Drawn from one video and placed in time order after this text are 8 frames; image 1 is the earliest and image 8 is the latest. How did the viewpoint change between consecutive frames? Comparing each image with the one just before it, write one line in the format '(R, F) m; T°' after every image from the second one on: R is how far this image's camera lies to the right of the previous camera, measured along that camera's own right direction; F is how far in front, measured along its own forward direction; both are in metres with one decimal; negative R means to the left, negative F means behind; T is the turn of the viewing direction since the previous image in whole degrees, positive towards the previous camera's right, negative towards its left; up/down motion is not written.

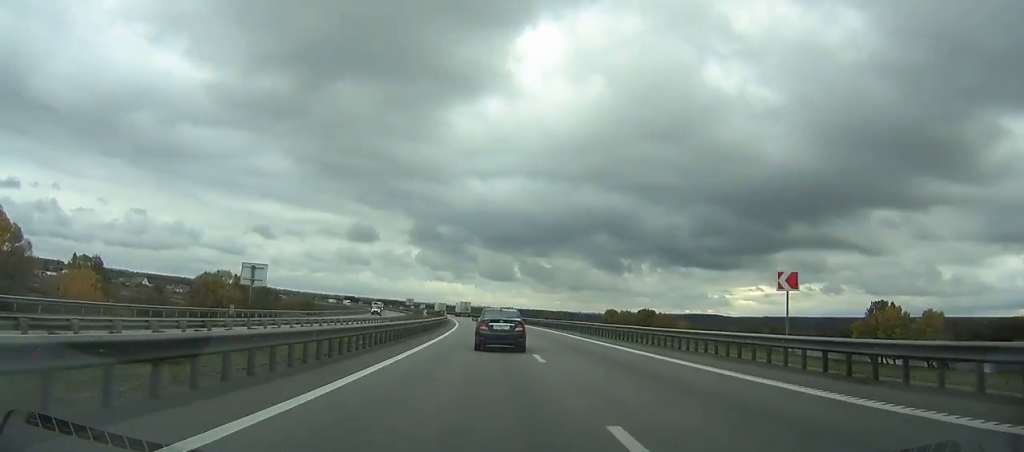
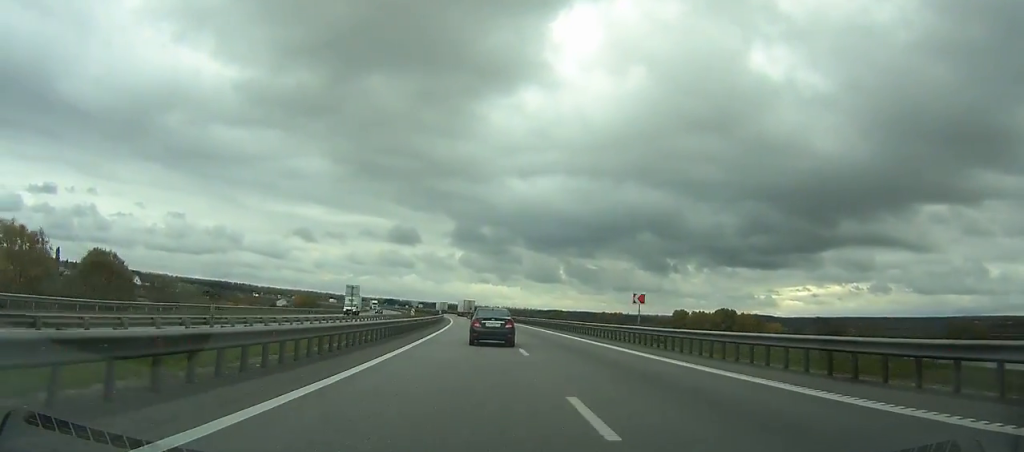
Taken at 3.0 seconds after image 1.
(-5.7, +85.2) m; -7°
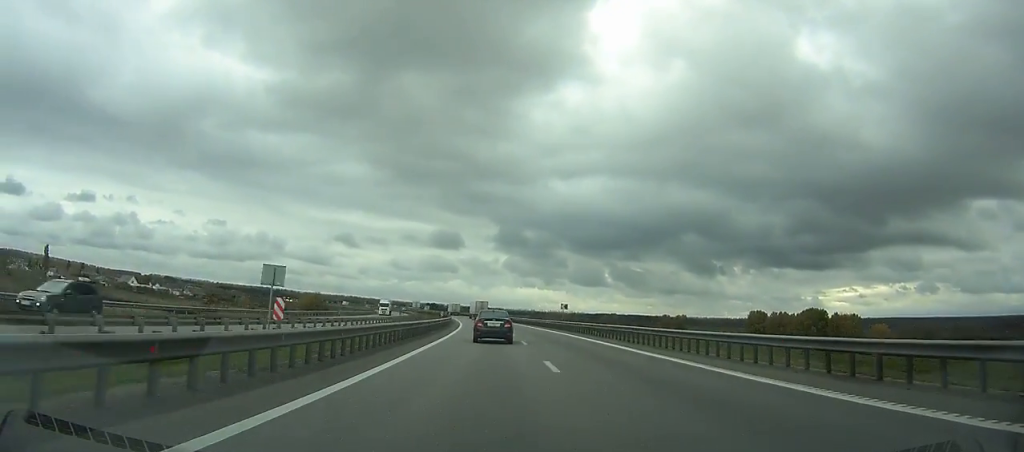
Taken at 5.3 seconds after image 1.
(-3.4, +65.5) m; -5°
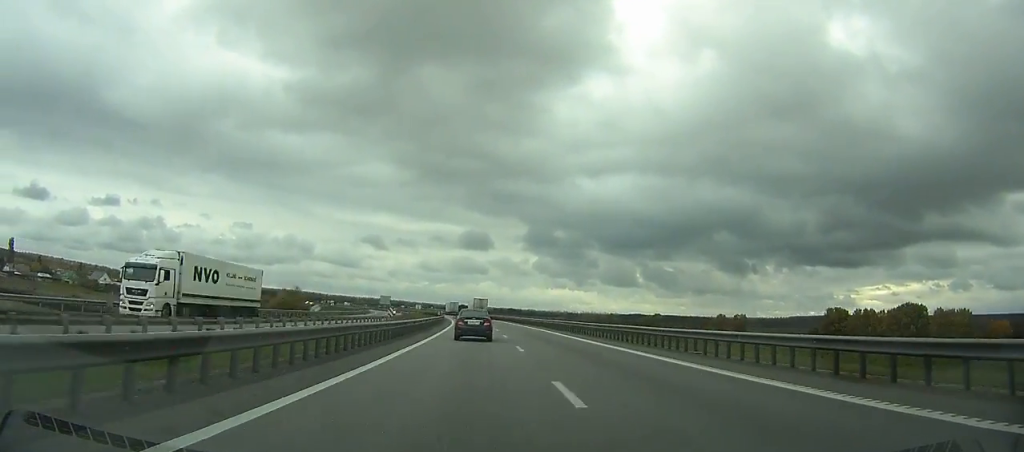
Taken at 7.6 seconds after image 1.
(-2.9, +65.7) m; -4°
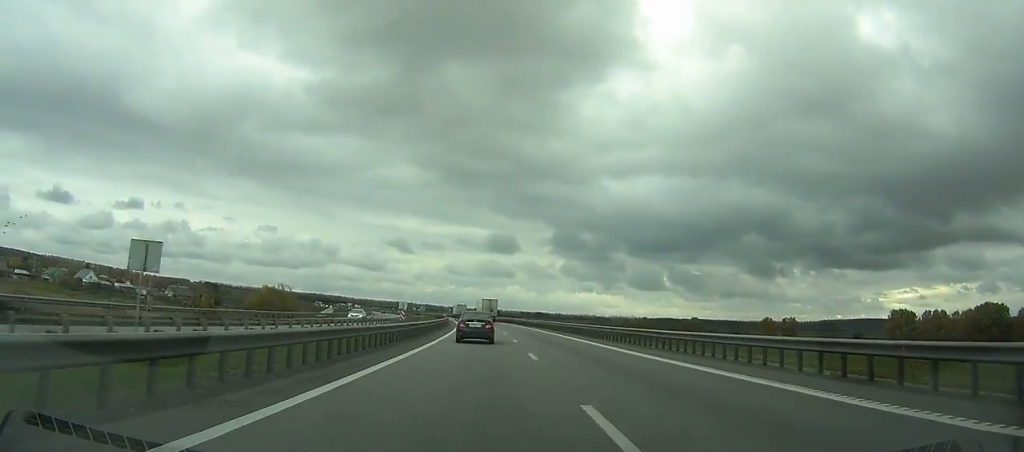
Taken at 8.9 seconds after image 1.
(-1.3, +37.5) m; -1°
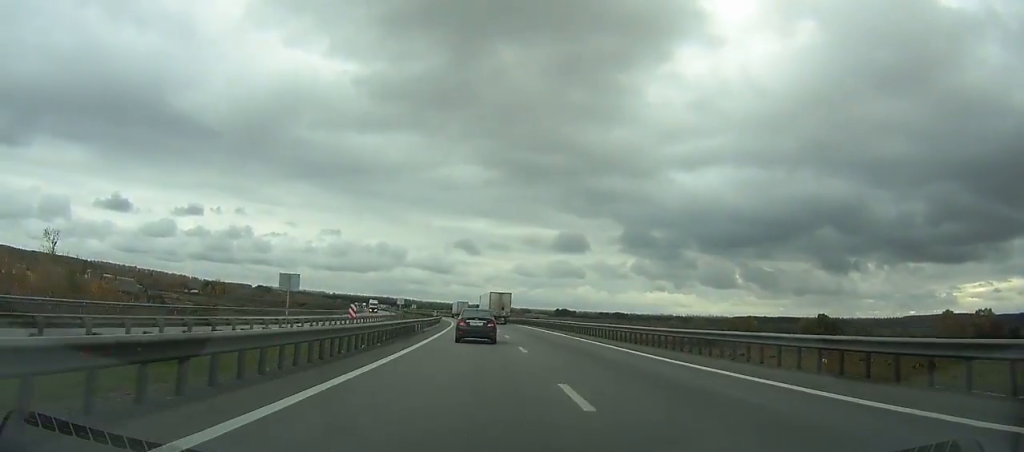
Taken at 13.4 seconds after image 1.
(-4.9, +130.9) m; -6°
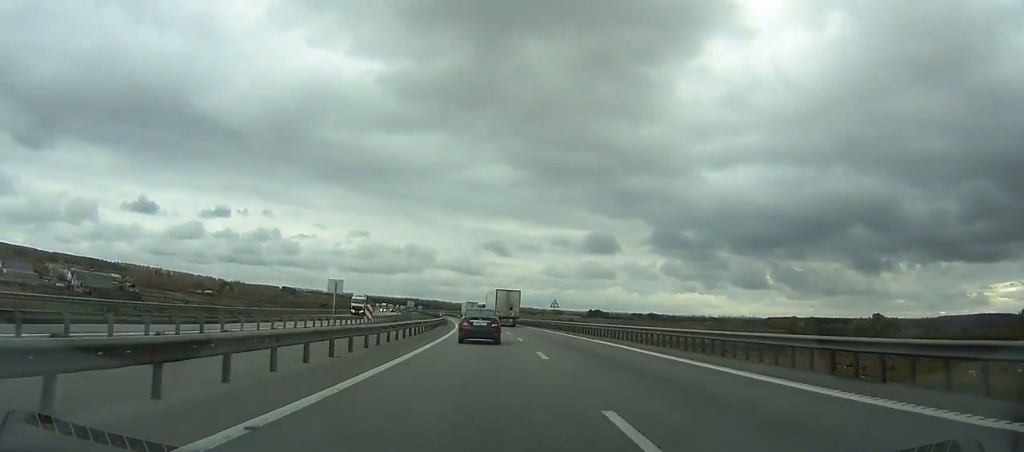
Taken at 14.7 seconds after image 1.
(-0.9, +38.2) m; -3°
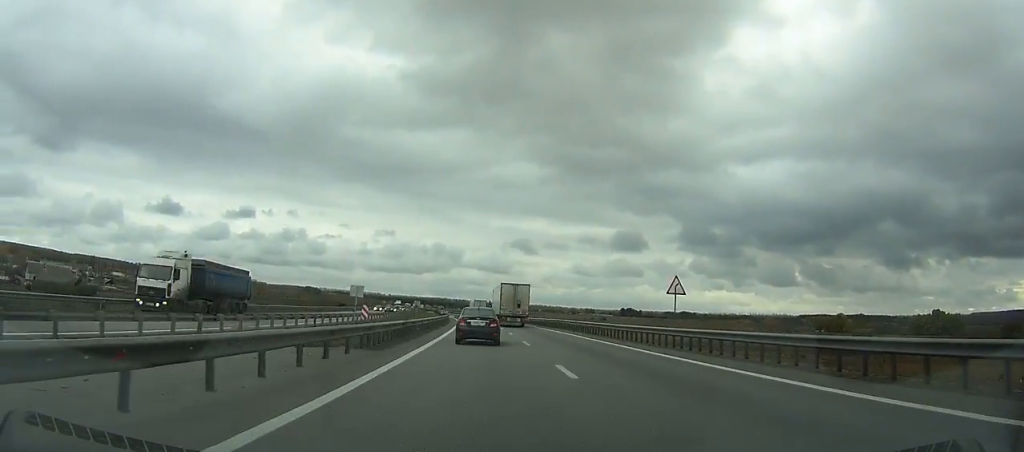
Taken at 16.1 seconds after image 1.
(-1.1, +41.2) m; -3°
